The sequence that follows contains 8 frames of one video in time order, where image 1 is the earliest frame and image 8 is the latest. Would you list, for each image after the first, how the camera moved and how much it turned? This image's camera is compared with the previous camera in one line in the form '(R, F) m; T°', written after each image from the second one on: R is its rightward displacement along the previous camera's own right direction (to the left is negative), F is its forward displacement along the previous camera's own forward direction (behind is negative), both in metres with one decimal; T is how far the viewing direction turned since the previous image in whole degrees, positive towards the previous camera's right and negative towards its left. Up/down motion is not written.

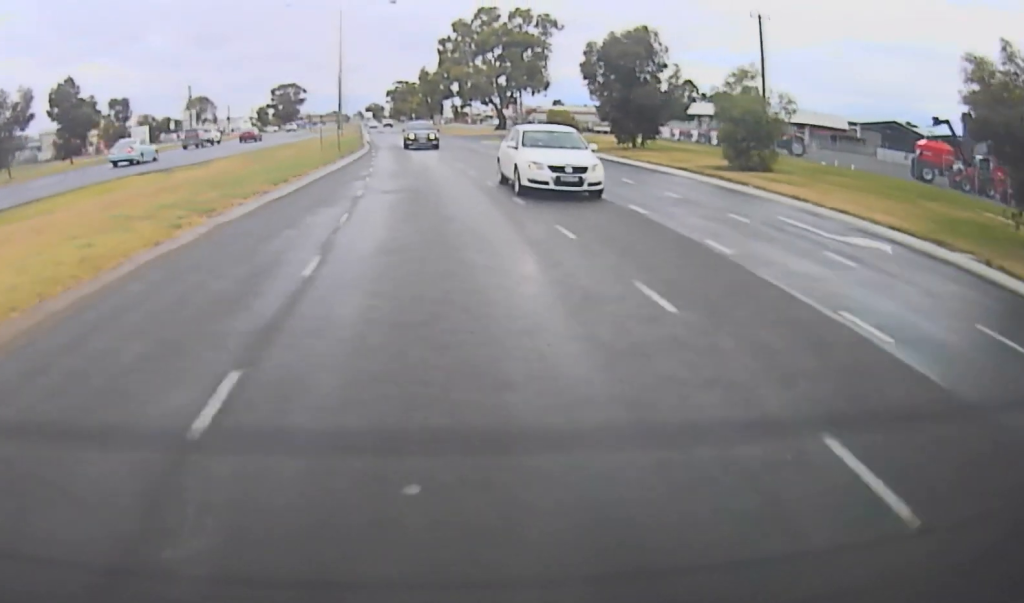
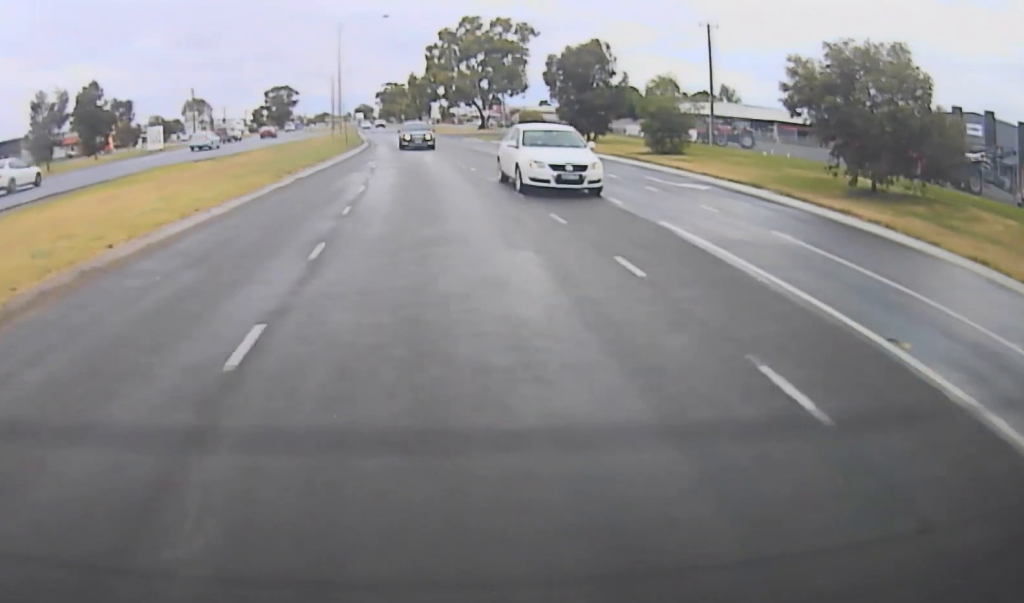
(+0.1, +8.5) m; +1°
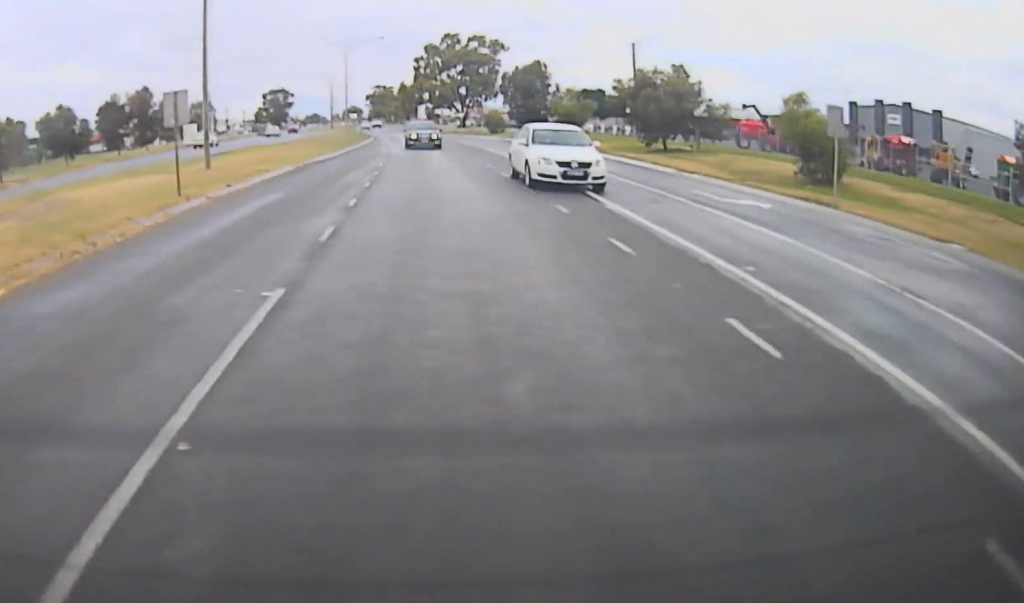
(+0.5, +20.4) m; +2°
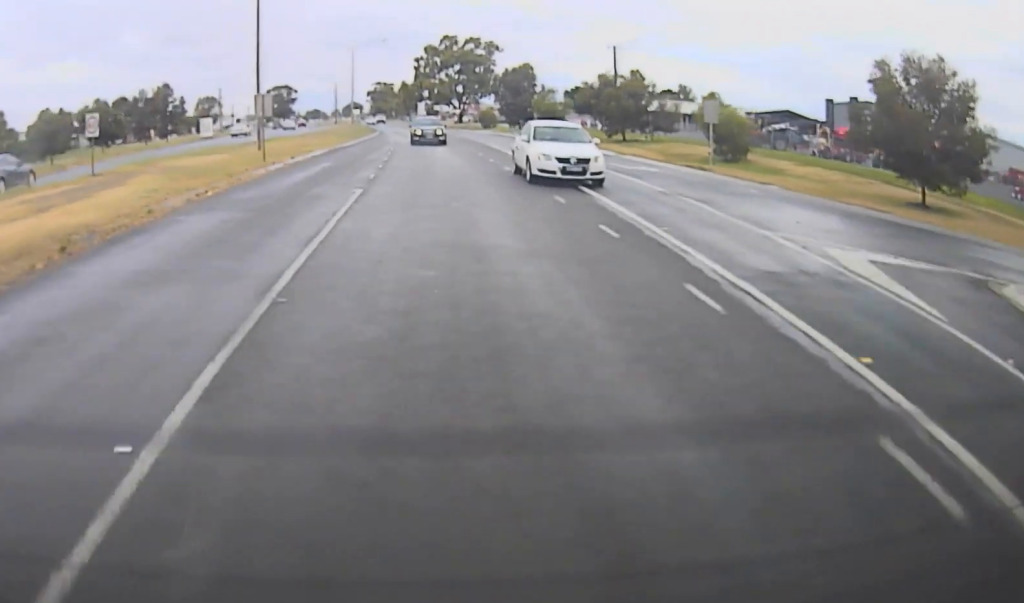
(+0.1, +9.1) m; 0°
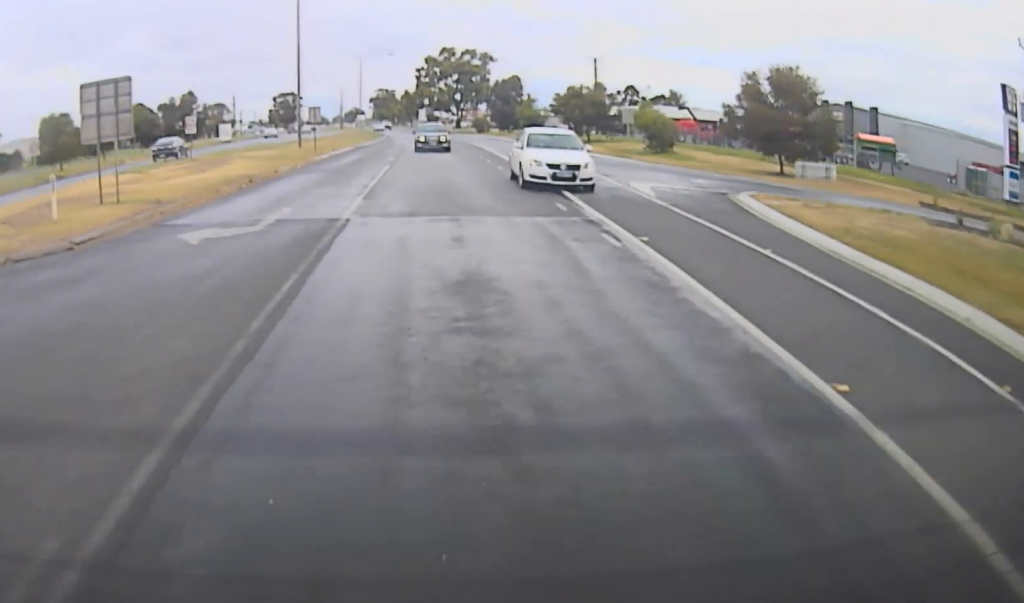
(0.0, +11.8) m; 0°
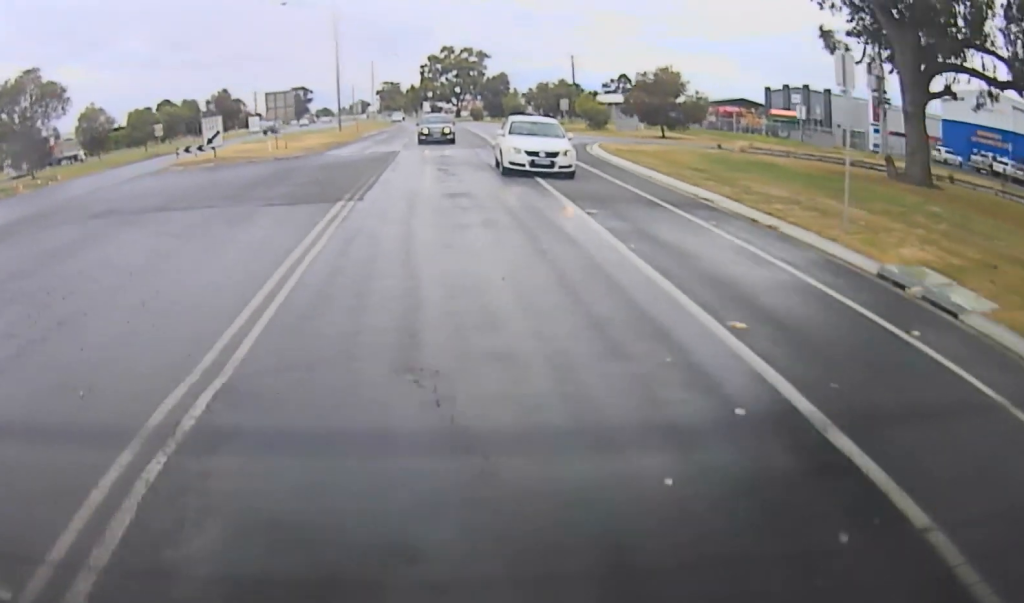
(-0.1, +19.6) m; -1°
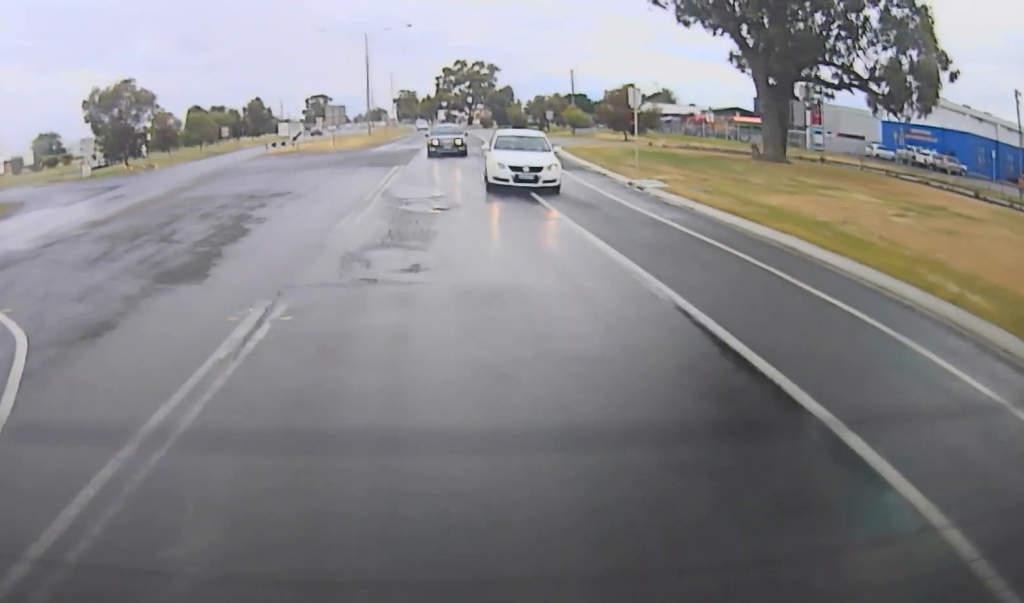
(-0.2, +16.4) m; -1°
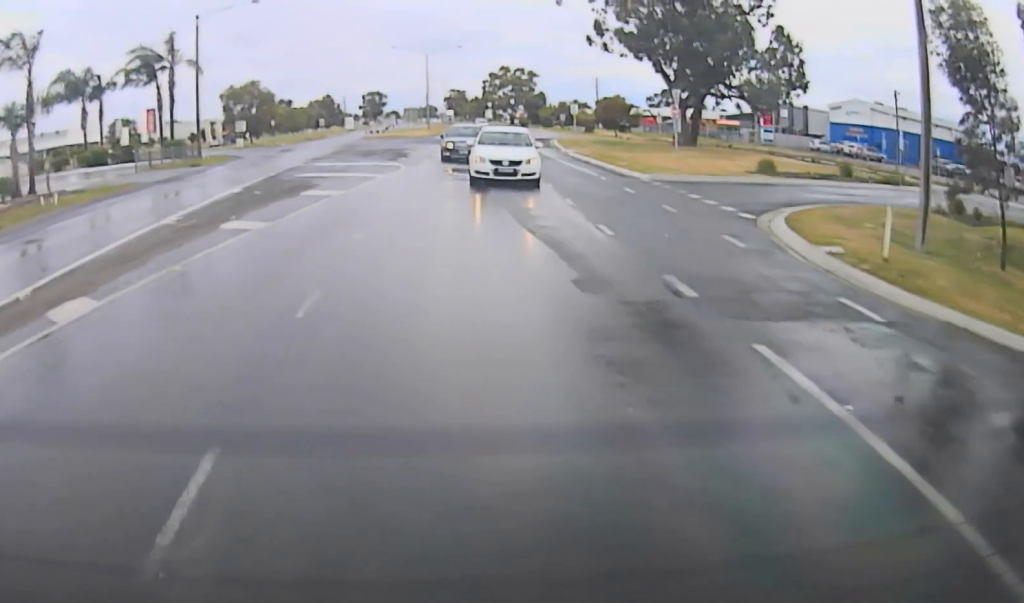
(-0.4, +26.7) m; -2°
